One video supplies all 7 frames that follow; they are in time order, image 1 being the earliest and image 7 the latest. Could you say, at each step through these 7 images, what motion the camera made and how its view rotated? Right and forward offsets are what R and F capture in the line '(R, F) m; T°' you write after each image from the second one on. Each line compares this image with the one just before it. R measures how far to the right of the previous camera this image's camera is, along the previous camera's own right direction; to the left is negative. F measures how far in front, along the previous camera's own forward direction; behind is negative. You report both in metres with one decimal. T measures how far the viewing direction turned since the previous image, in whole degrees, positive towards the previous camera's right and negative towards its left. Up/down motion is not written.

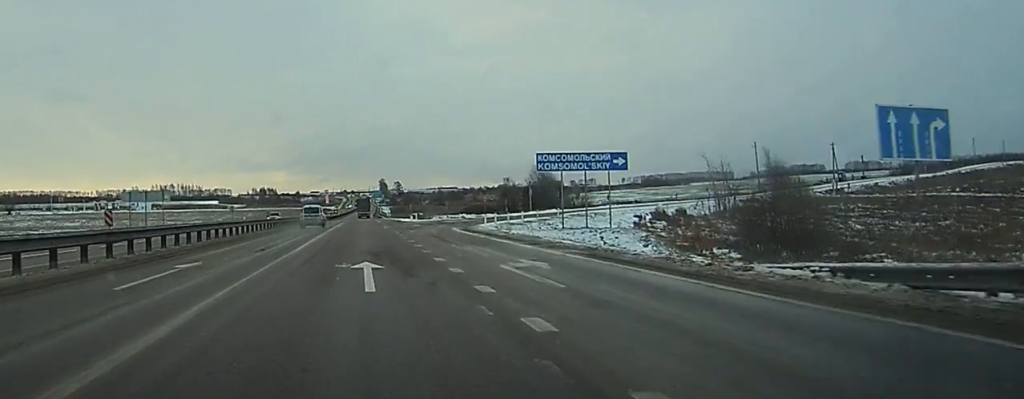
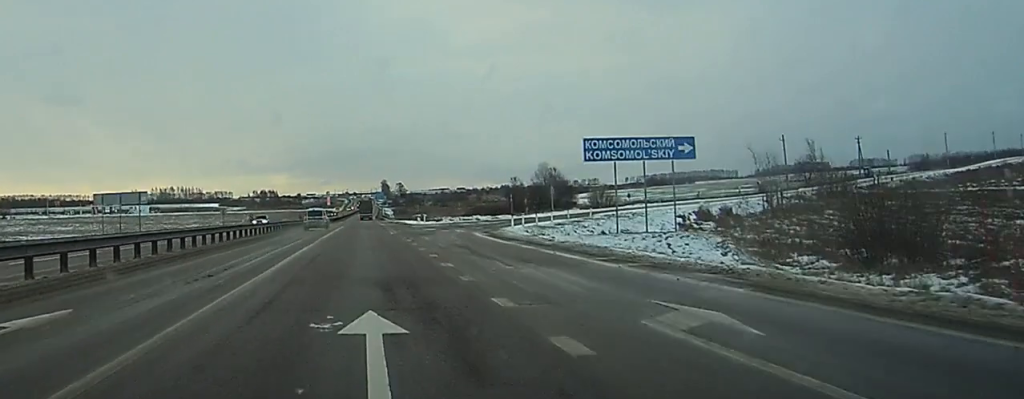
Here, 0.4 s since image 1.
(0.0, +9.2) m; 0°
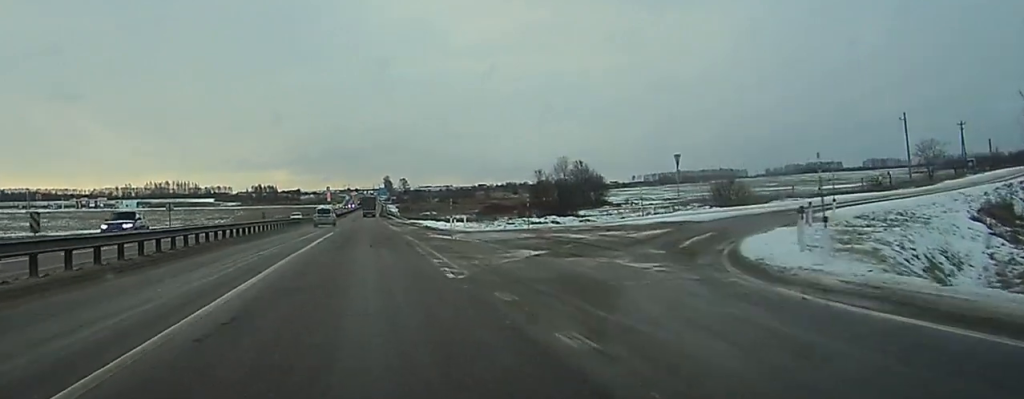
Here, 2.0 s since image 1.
(-0.2, +32.5) m; 0°
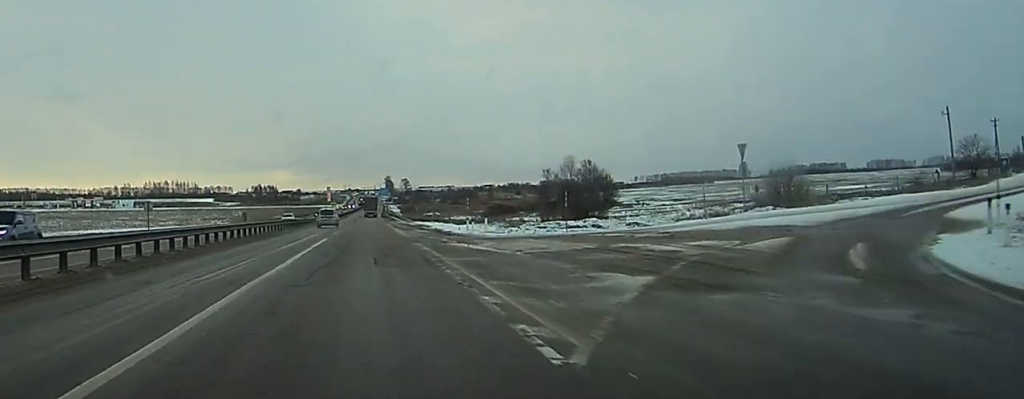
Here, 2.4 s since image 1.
(0.0, +8.5) m; 0°
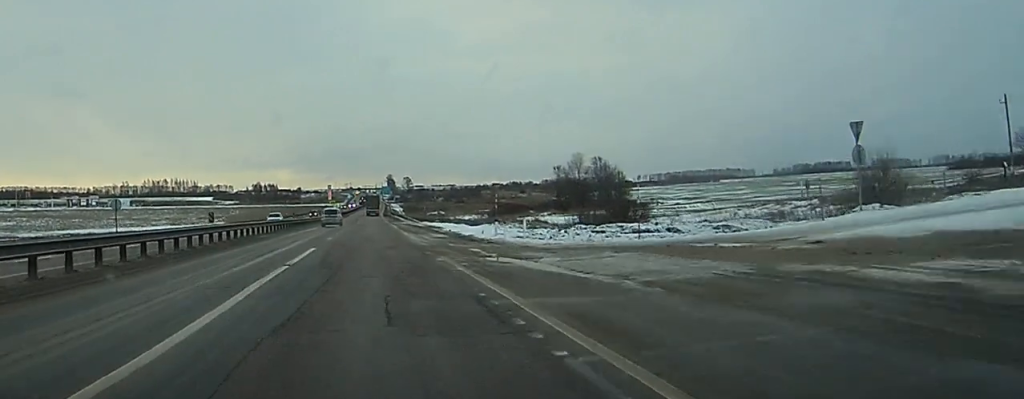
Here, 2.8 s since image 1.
(0.0, +10.0) m; 0°
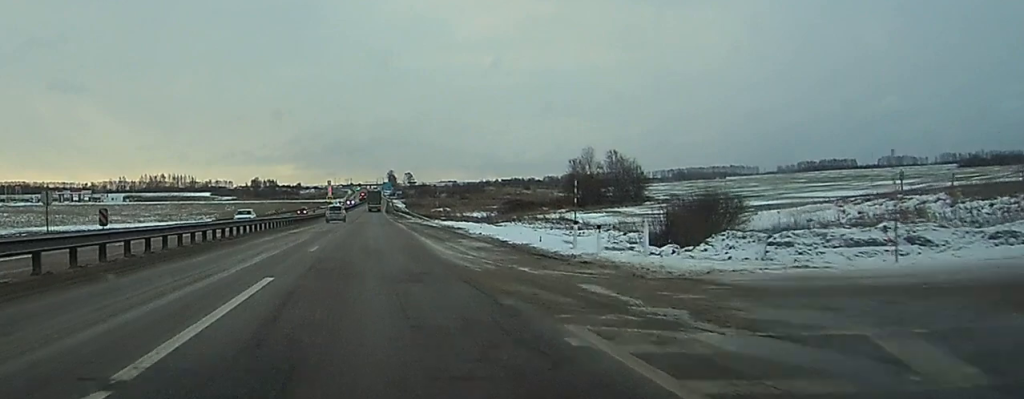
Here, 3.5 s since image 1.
(0.0, +14.3) m; 0°
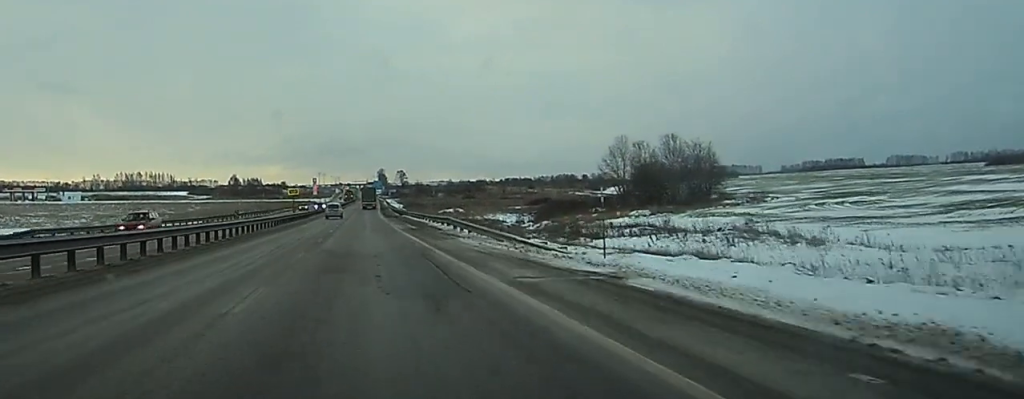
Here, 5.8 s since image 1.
(-0.1, +50.2) m; 0°
